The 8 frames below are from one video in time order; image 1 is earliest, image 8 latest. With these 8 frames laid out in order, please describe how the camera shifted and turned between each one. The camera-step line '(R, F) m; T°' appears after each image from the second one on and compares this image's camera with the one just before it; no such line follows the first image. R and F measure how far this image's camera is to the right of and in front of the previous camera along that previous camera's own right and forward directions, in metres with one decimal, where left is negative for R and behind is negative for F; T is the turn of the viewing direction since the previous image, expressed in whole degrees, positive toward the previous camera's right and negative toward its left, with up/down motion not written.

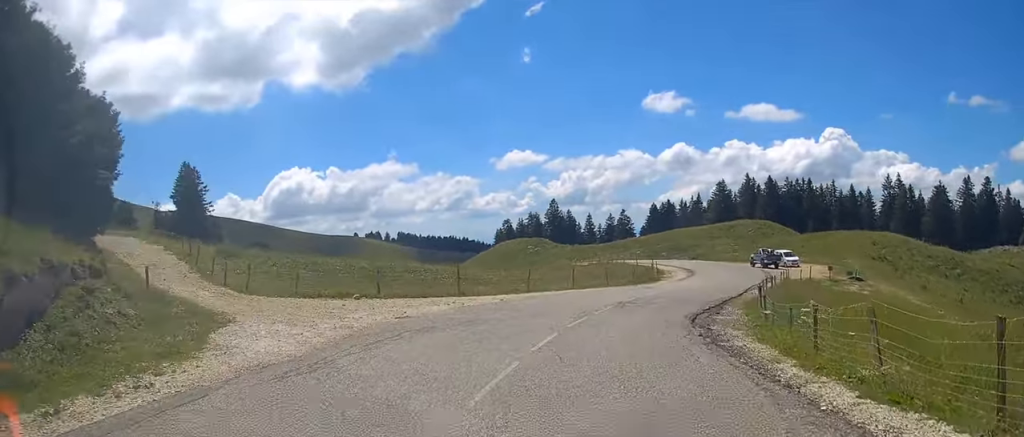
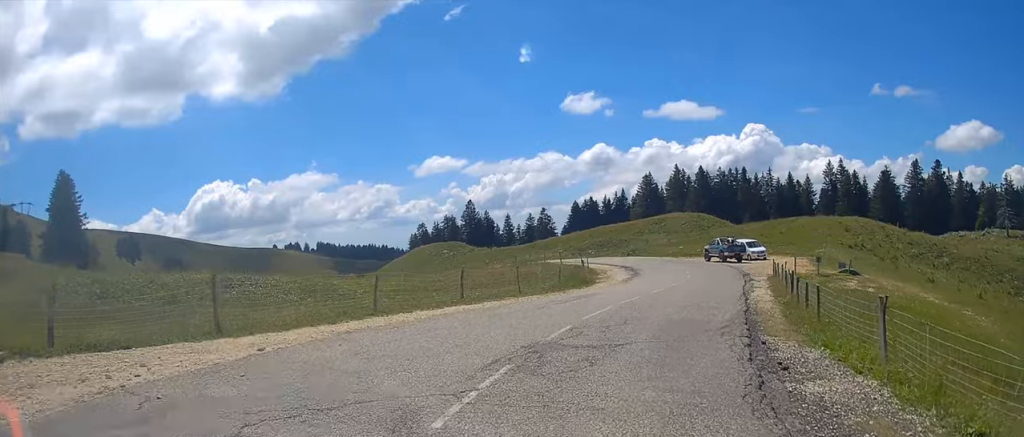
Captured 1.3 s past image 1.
(+0.6, +14.3) m; +4°
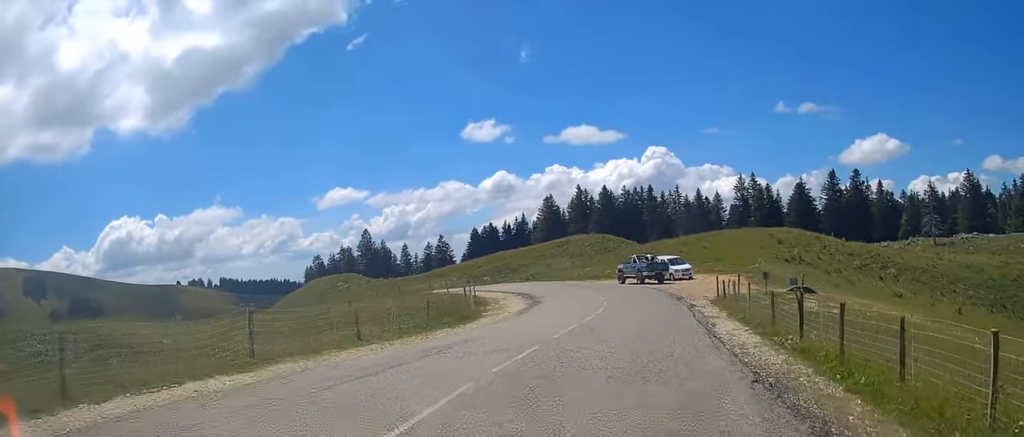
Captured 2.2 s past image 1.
(-0.1, +9.3) m; +4°
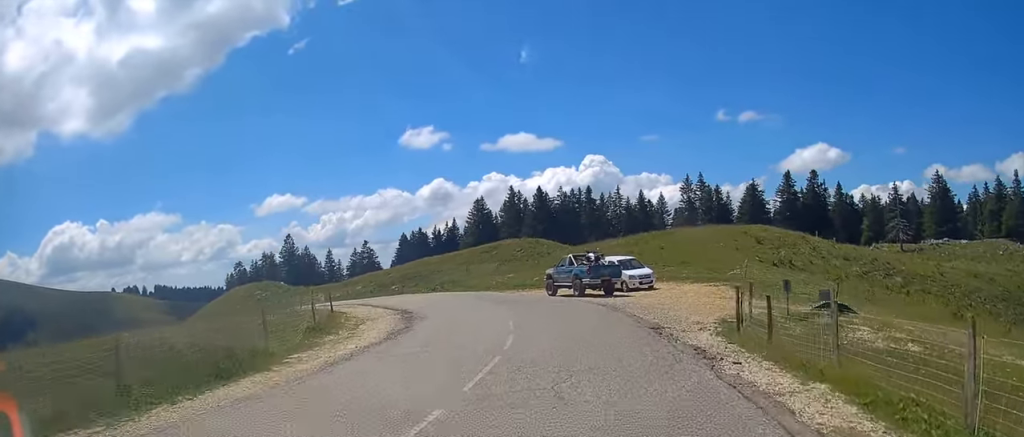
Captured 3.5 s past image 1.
(+1.2, +14.1) m; +4°
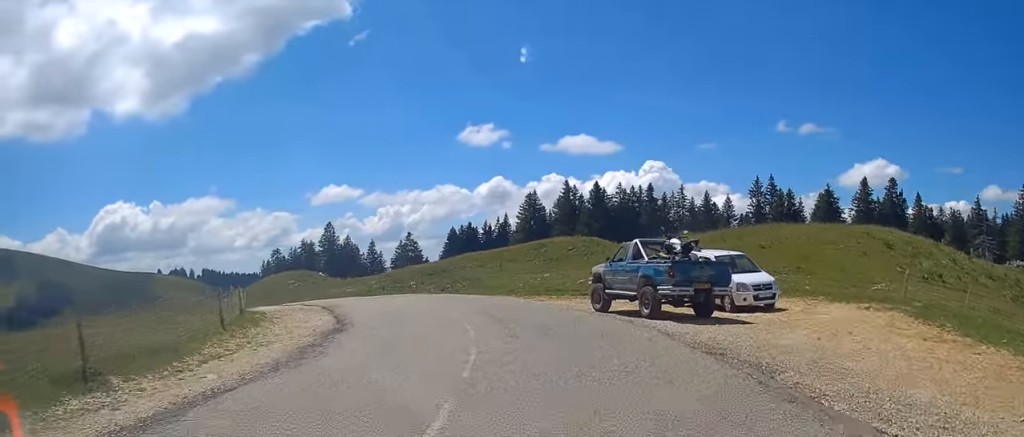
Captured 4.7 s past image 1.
(-0.3, +13.5) m; -4°
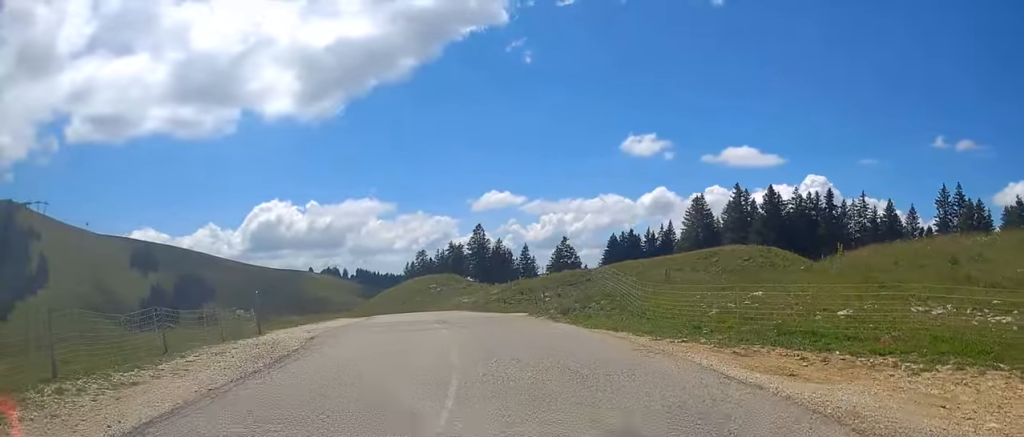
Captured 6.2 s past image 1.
(-1.0, +16.0) m; -13°
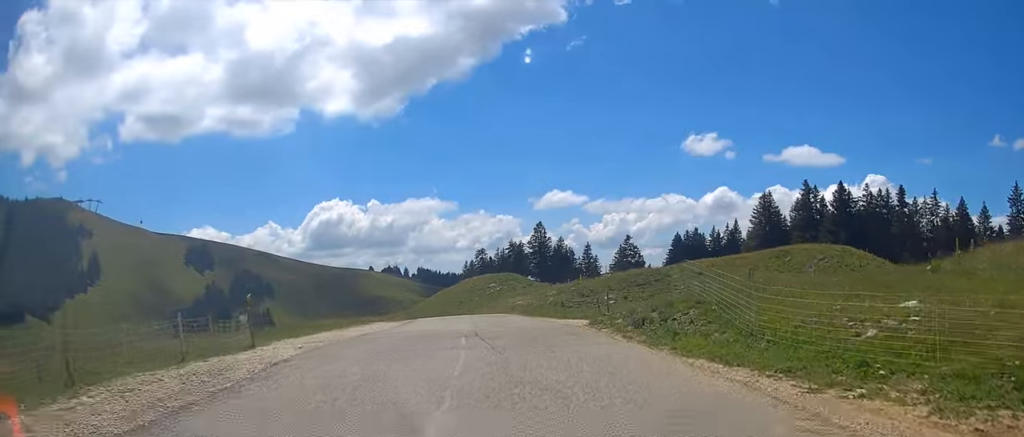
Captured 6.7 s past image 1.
(-0.7, +5.6) m; -6°
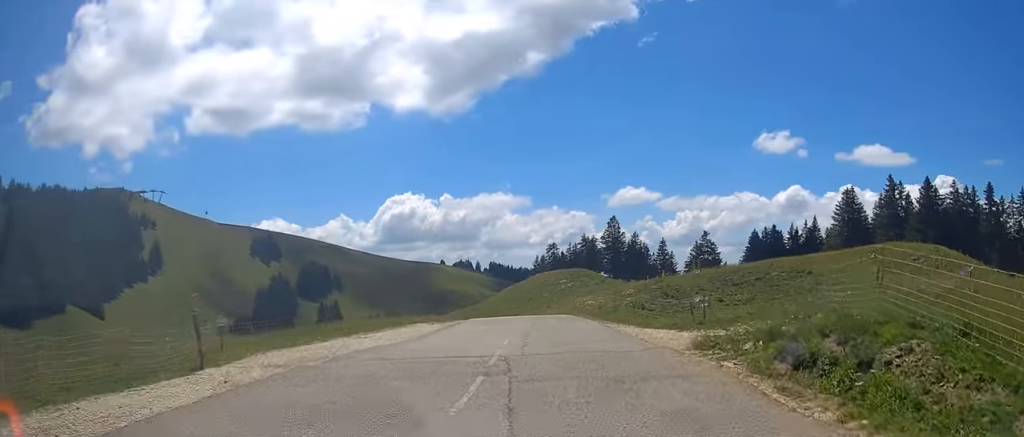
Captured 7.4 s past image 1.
(-0.5, +7.2) m; -6°
